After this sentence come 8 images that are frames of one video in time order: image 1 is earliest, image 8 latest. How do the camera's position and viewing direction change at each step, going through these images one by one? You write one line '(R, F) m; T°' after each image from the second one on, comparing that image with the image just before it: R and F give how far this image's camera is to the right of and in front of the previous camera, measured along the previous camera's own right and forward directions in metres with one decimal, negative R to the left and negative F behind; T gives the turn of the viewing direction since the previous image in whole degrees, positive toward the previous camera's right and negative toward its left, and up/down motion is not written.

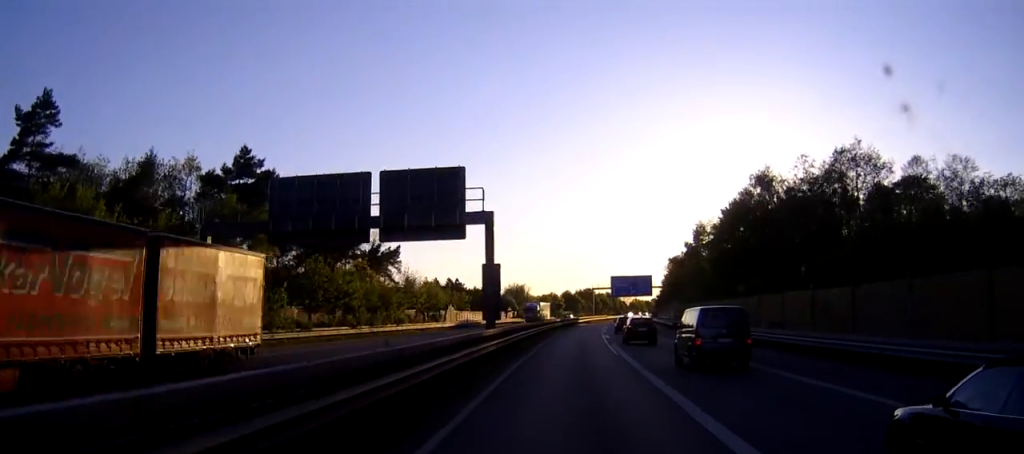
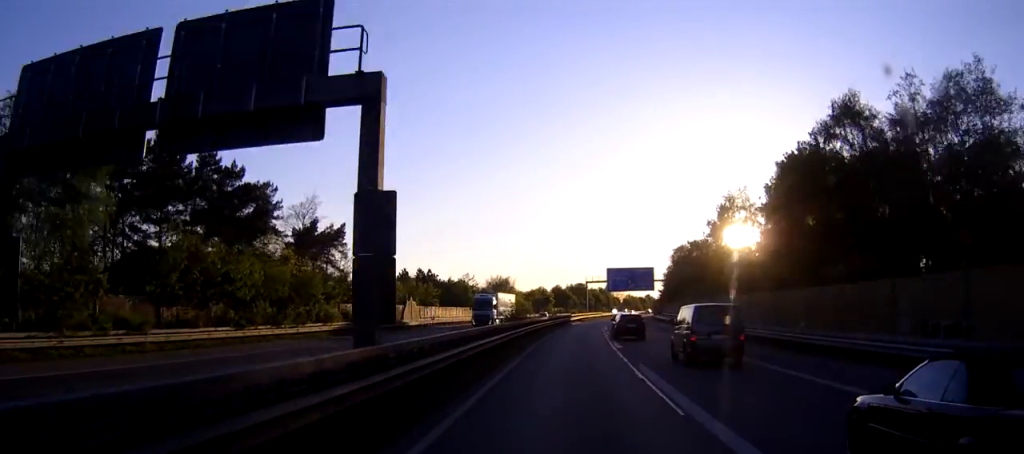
(+0.2, +19.7) m; +1°
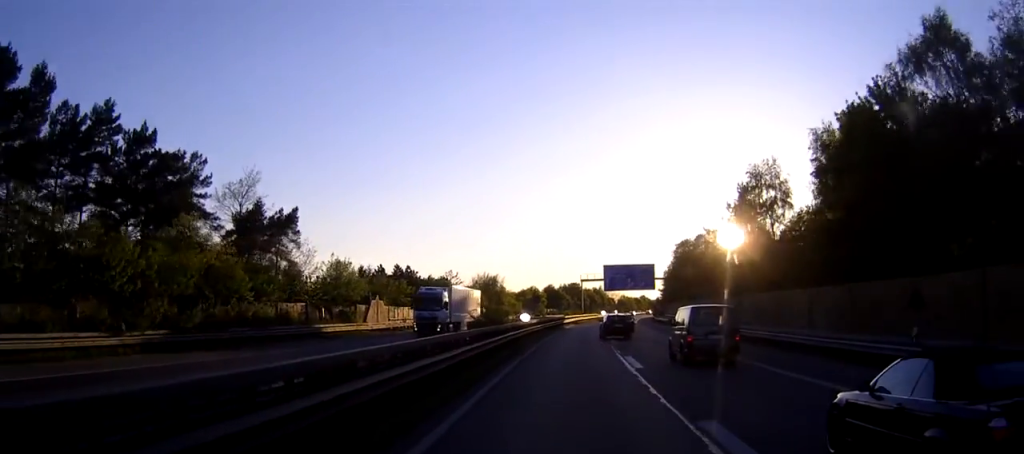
(+0.1, +11.6) m; +1°
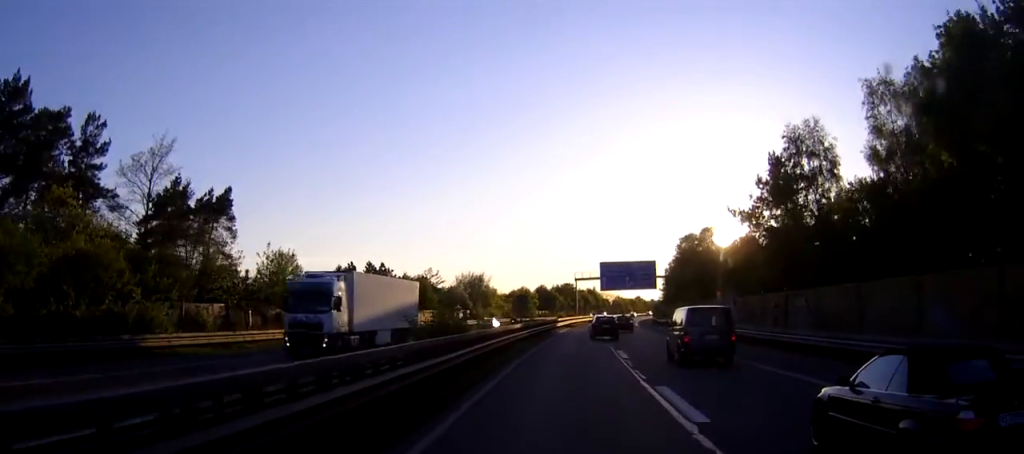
(+0.1, +11.8) m; 0°
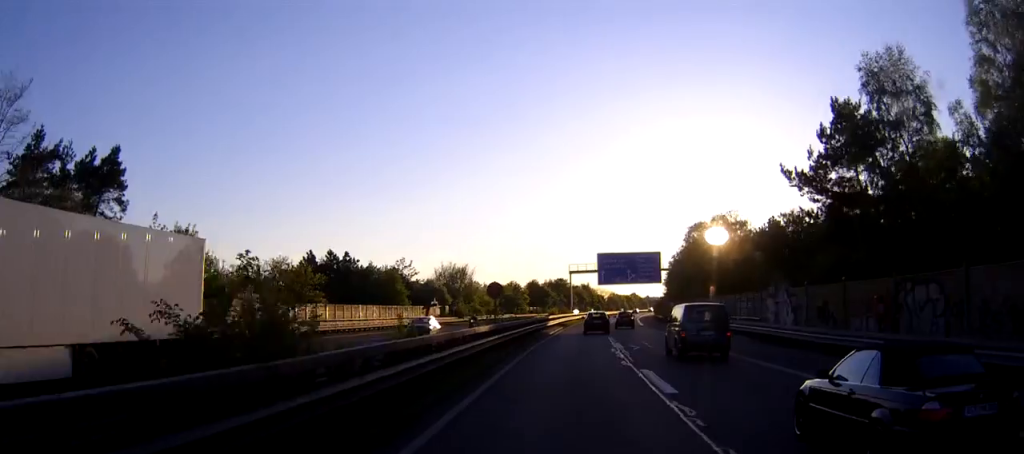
(0.0, +13.9) m; 0°
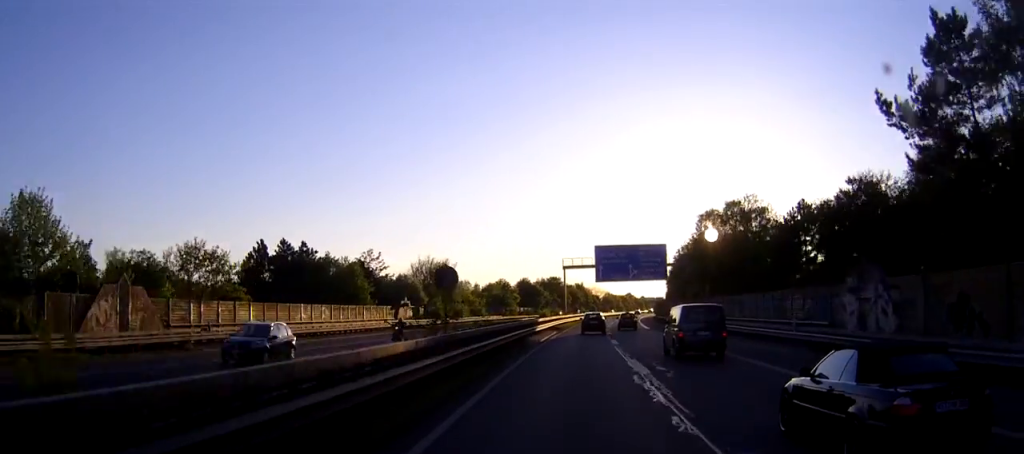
(-0.1, +12.7) m; 0°
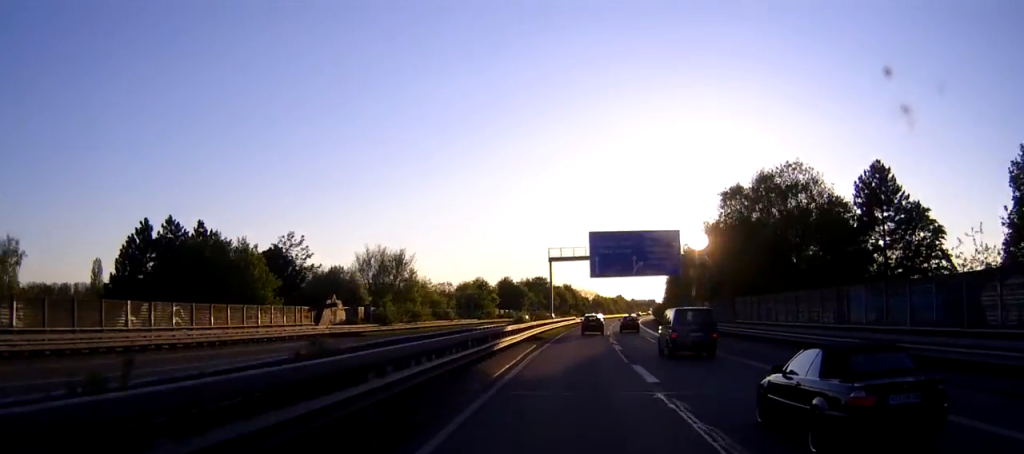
(+0.2, +20.3) m; 0°
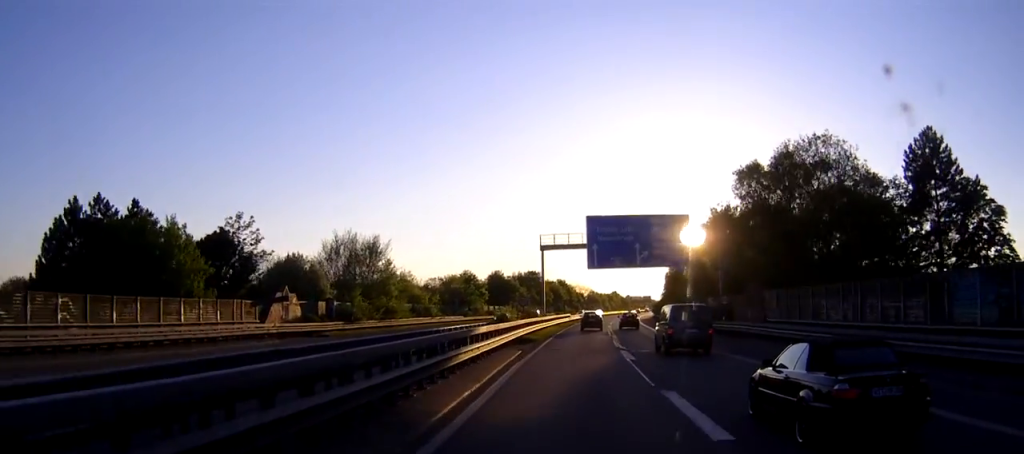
(0.0, +9.1) m; 0°
